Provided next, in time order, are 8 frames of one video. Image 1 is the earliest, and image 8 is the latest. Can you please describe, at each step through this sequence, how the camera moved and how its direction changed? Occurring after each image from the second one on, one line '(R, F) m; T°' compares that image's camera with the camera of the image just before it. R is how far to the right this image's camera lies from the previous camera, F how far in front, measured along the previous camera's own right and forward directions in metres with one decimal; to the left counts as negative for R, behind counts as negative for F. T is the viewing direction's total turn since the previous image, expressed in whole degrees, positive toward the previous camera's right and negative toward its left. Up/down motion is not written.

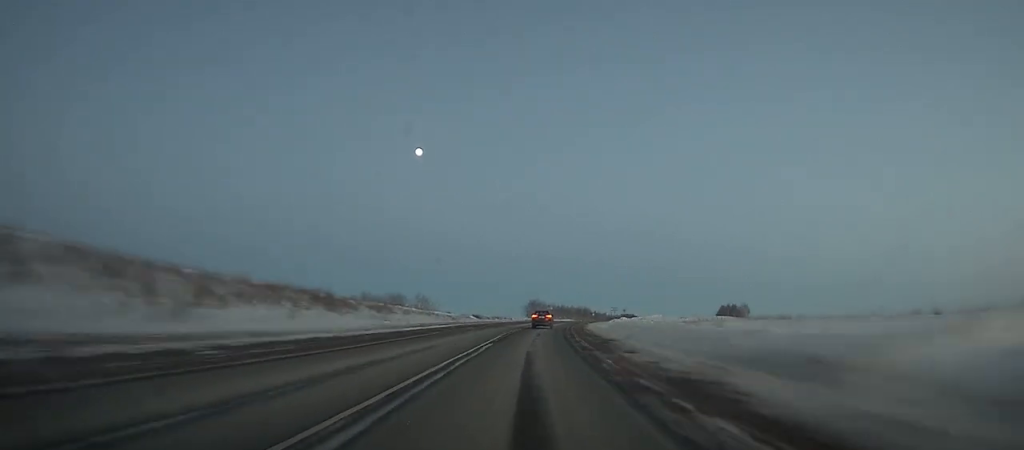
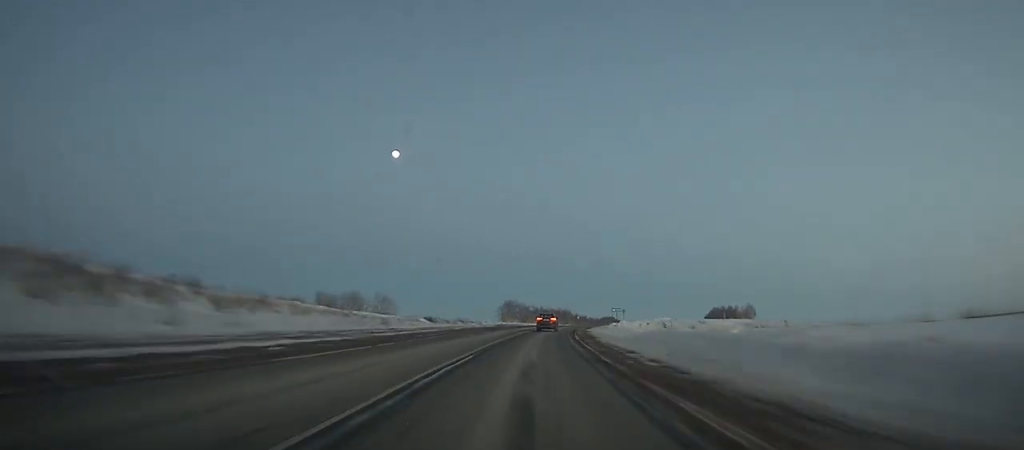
(-0.5, +29.0) m; +2°
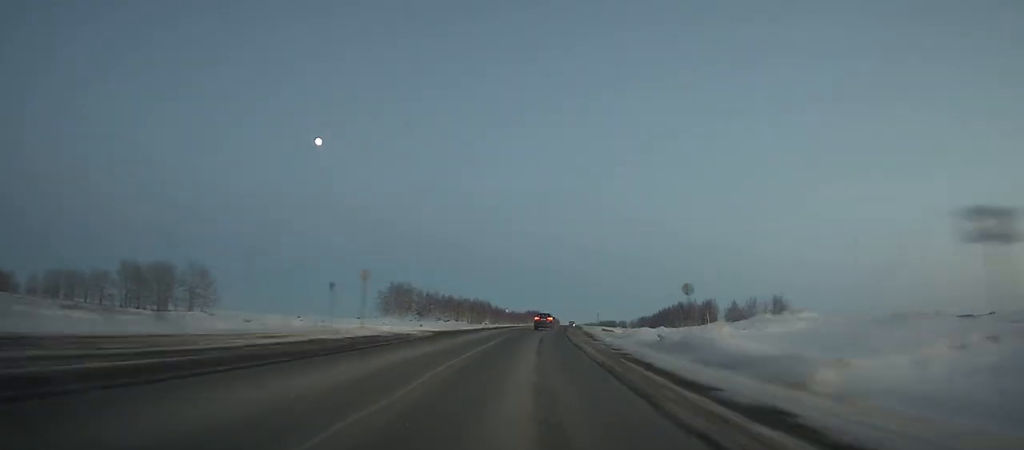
(+4.1, +79.3) m; +7°
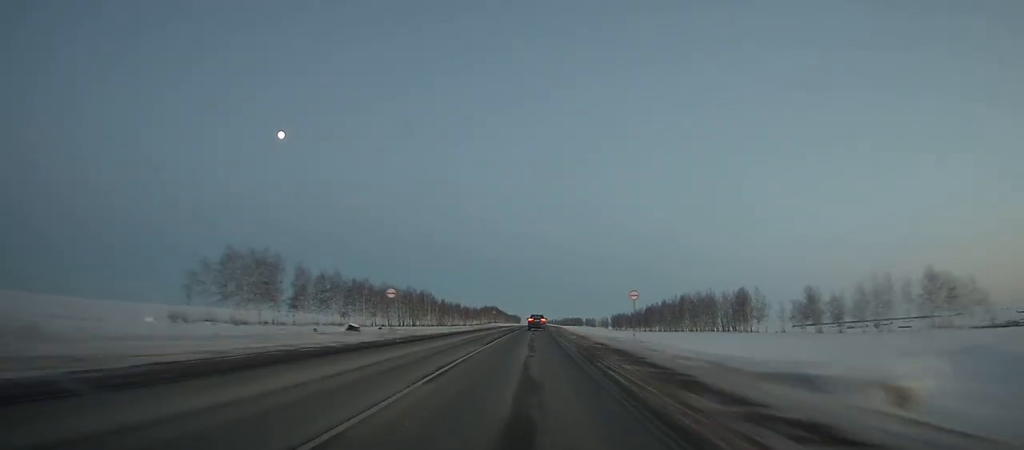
(+3.8, +67.3) m; +4°
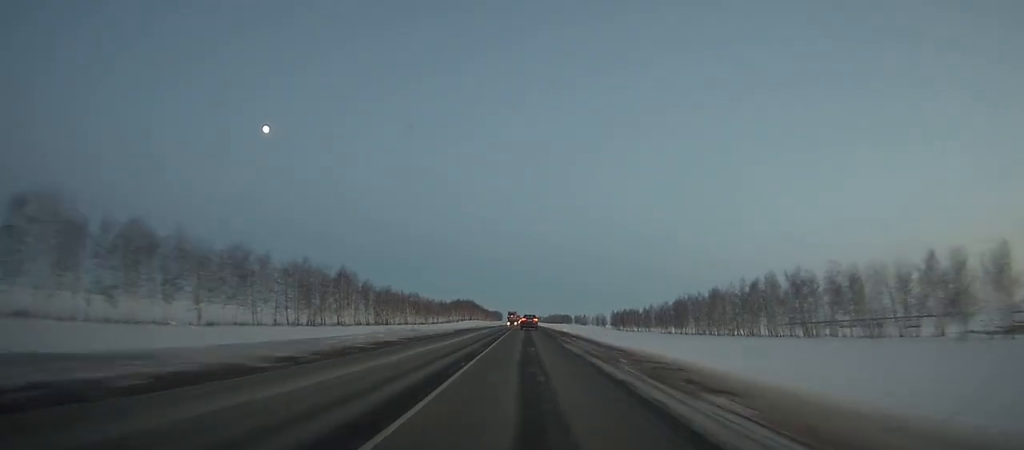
(+1.8, +77.4) m; +2°
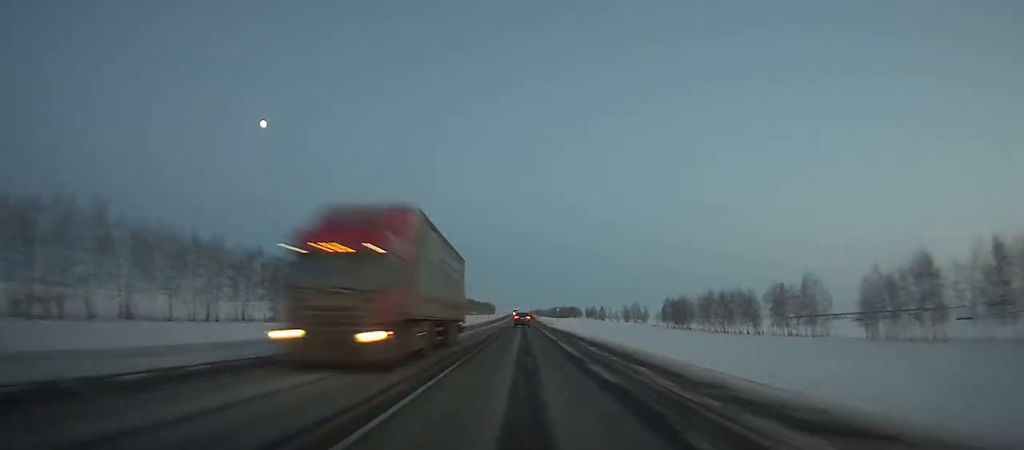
(+1.0, +138.9) m; +1°
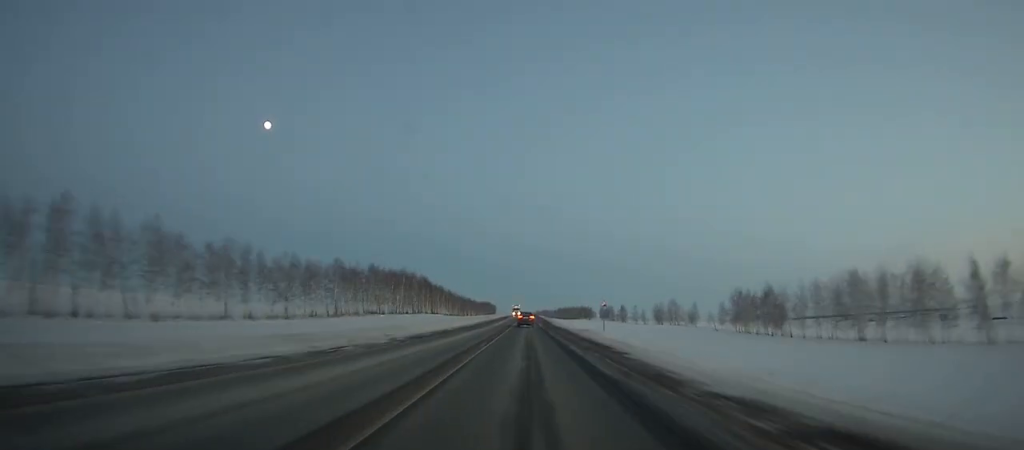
(+0.1, +68.6) m; 0°
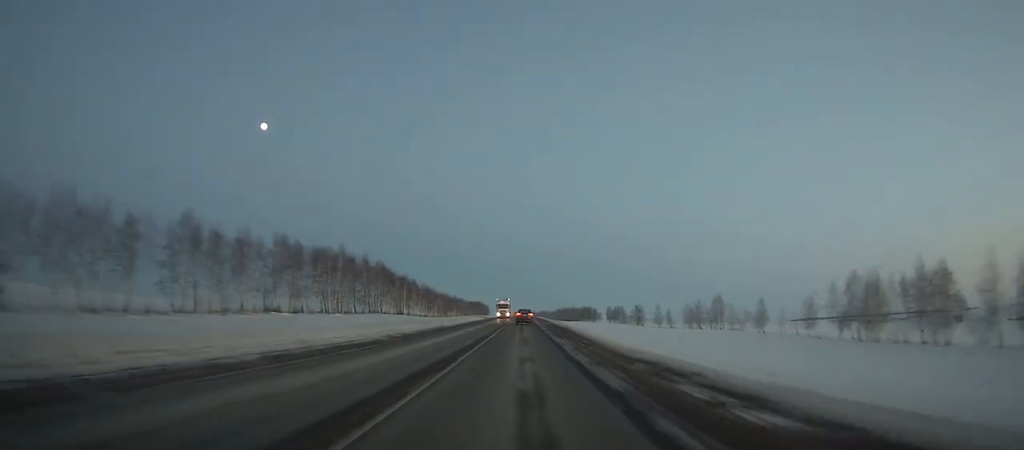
(-0.1, +56.6) m; 0°
